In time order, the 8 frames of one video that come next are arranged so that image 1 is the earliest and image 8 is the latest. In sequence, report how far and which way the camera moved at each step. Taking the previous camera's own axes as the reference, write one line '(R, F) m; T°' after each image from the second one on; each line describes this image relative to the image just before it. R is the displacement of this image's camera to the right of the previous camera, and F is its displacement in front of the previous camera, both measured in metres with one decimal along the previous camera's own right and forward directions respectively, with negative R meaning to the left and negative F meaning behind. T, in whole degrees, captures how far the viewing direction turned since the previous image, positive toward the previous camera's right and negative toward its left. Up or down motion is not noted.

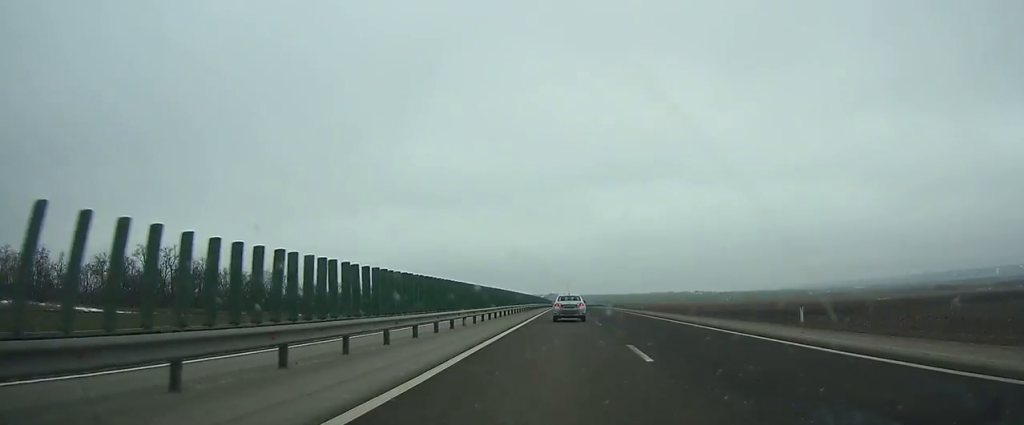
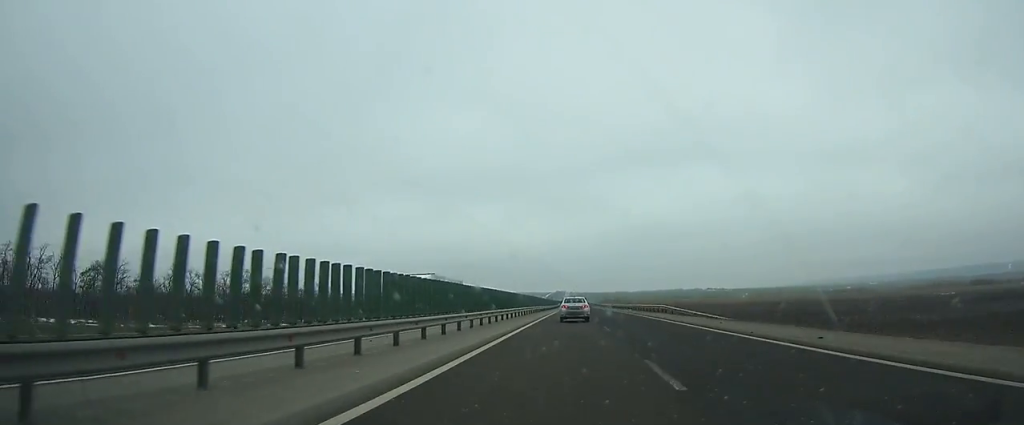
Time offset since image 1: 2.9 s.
(-0.3, +84.0) m; 0°
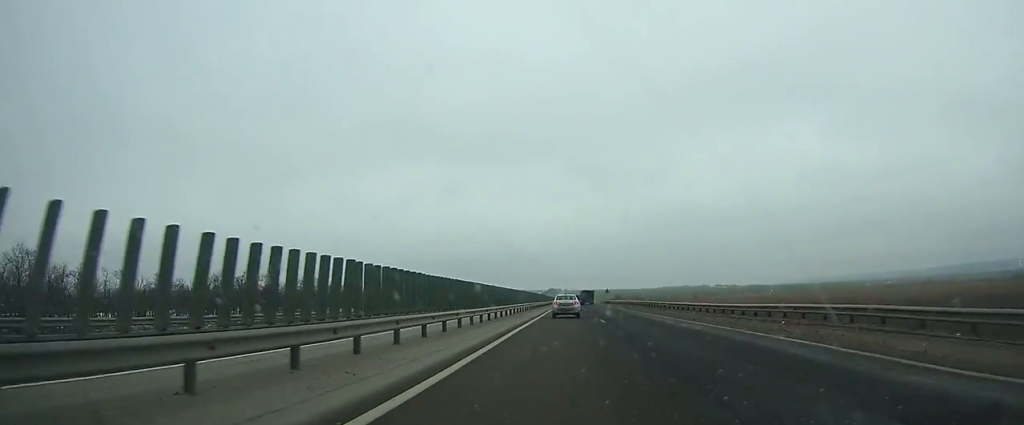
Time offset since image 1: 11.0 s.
(+1.4, +232.9) m; +1°
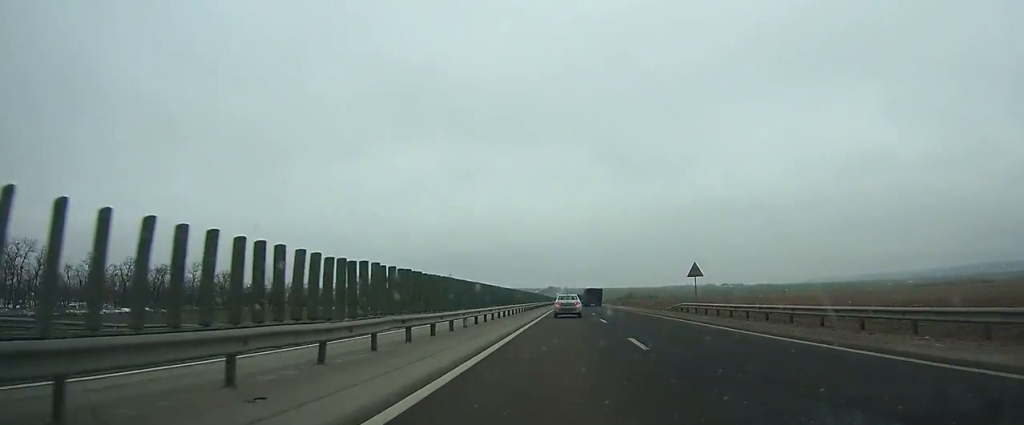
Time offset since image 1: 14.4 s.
(-0.3, +96.5) m; 0°
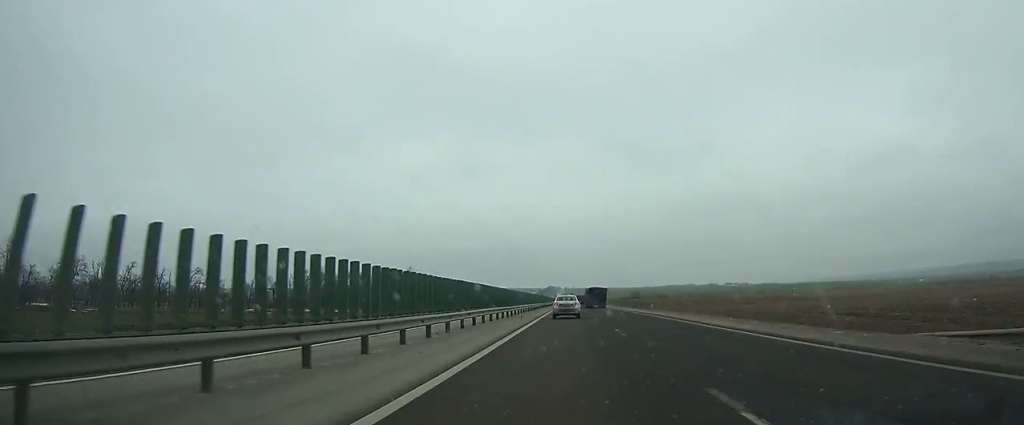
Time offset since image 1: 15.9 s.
(0.0, +42.4) m; 0°
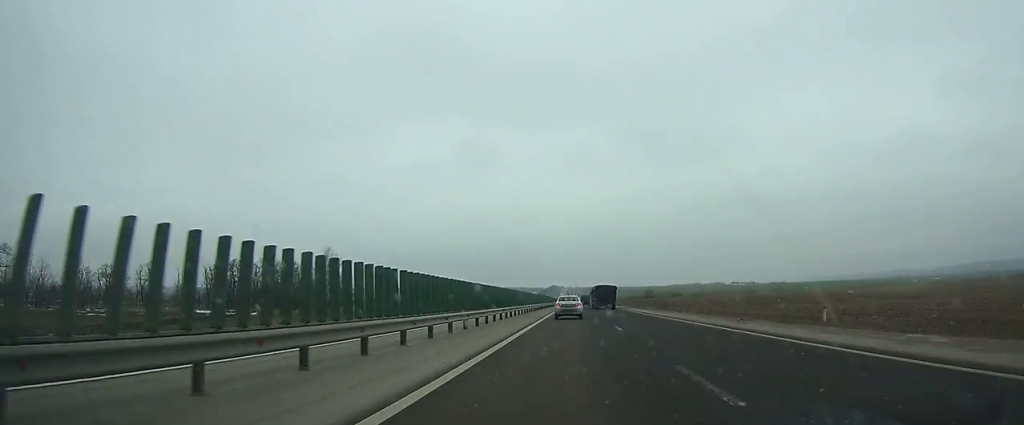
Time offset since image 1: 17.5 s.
(-0.1, +45.3) m; 0°
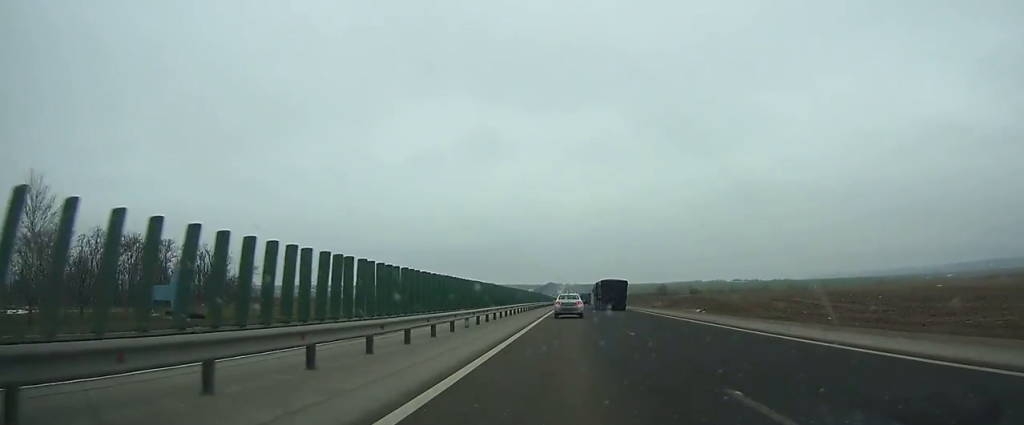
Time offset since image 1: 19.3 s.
(0.0, +51.0) m; 0°
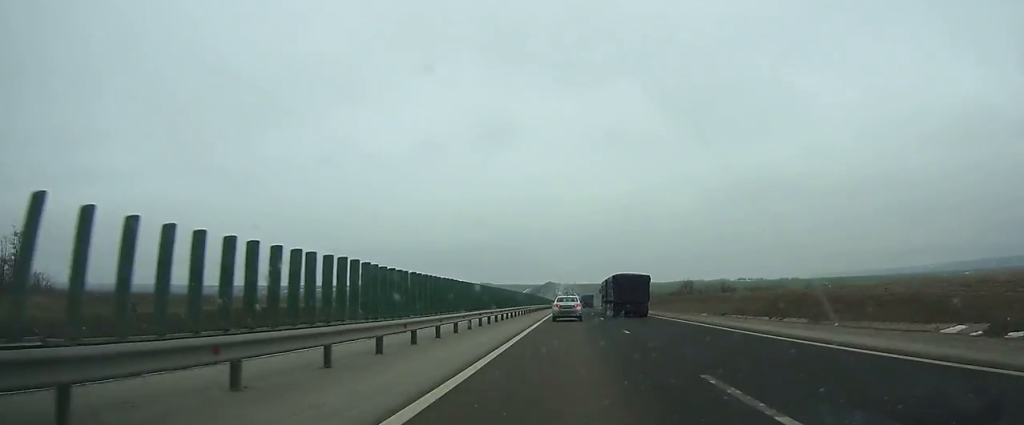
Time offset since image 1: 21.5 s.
(+0.1, +62.6) m; 0°
